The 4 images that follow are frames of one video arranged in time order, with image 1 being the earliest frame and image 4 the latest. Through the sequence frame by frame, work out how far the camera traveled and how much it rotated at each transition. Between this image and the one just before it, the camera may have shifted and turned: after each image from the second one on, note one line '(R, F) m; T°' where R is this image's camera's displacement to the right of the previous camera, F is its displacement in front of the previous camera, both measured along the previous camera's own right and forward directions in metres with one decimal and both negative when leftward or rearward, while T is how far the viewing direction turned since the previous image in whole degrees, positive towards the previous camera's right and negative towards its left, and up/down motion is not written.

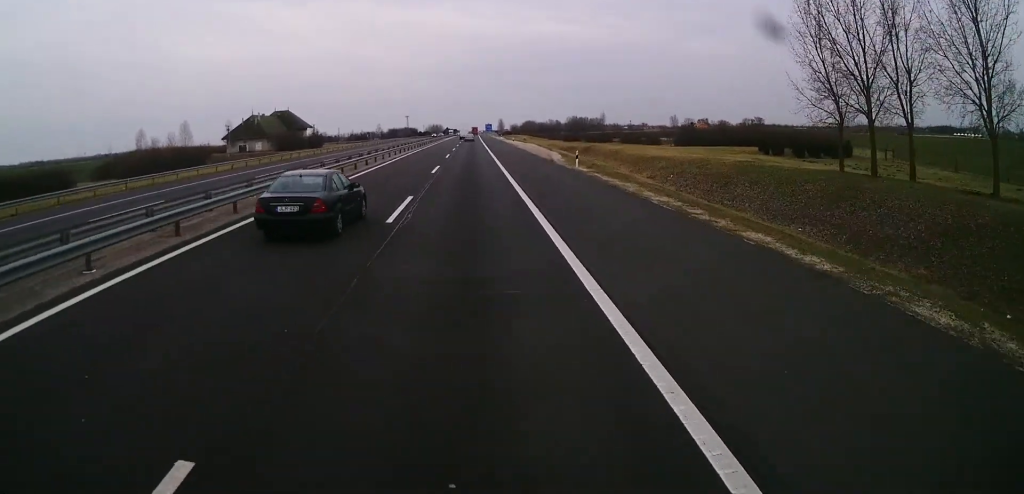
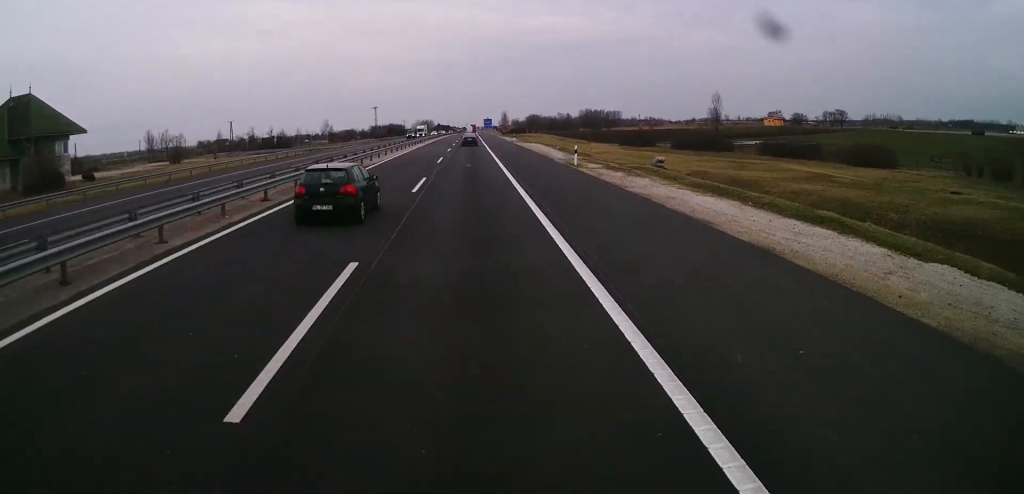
(+0.4, +100.9) m; 0°
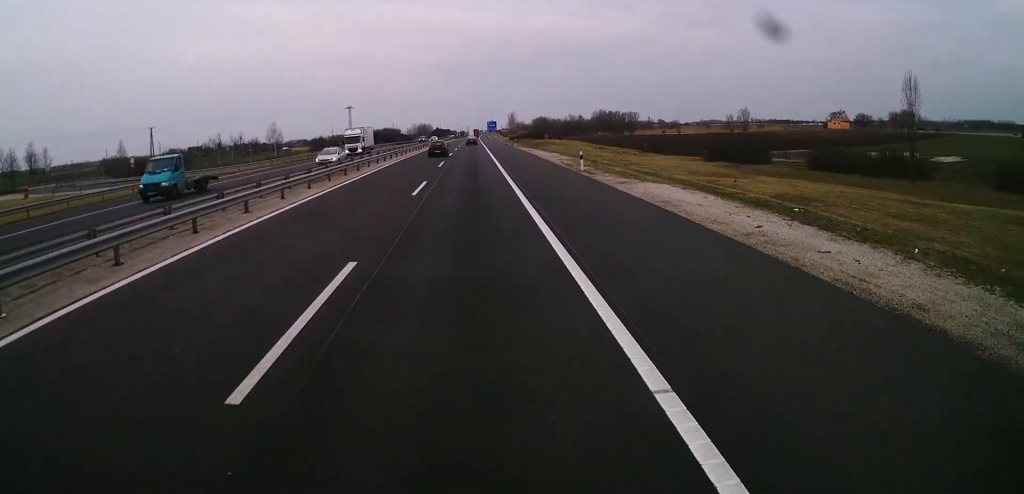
(-0.2, +53.7) m; +1°
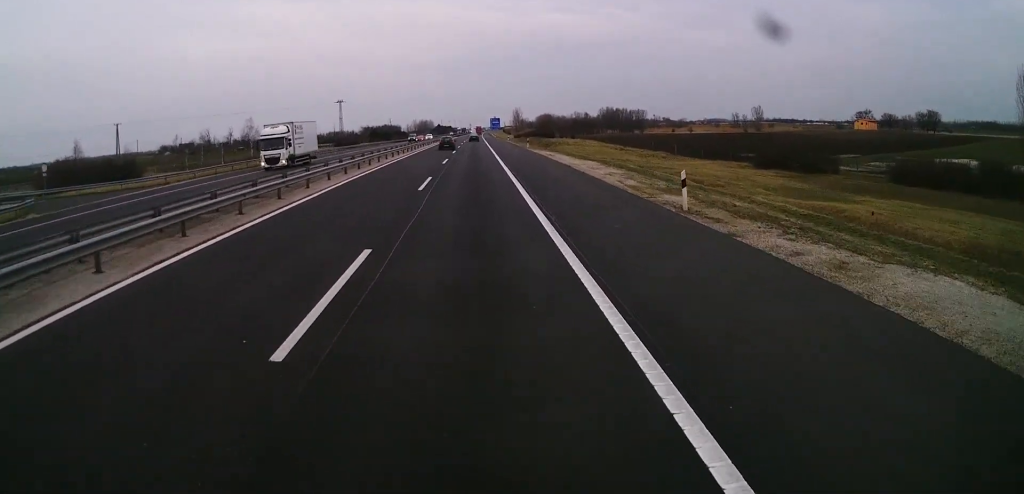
(+0.4, +16.9) m; 0°
